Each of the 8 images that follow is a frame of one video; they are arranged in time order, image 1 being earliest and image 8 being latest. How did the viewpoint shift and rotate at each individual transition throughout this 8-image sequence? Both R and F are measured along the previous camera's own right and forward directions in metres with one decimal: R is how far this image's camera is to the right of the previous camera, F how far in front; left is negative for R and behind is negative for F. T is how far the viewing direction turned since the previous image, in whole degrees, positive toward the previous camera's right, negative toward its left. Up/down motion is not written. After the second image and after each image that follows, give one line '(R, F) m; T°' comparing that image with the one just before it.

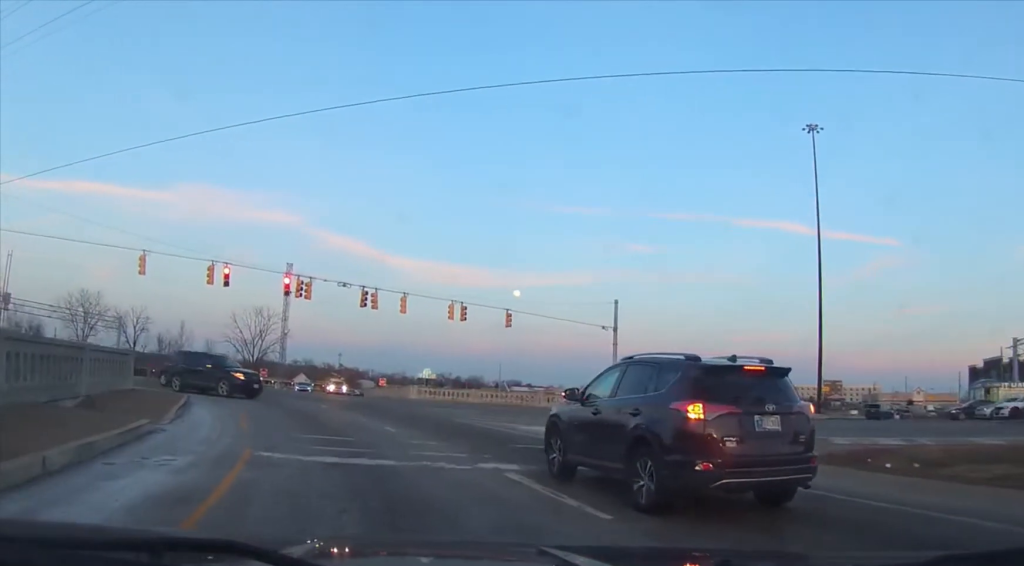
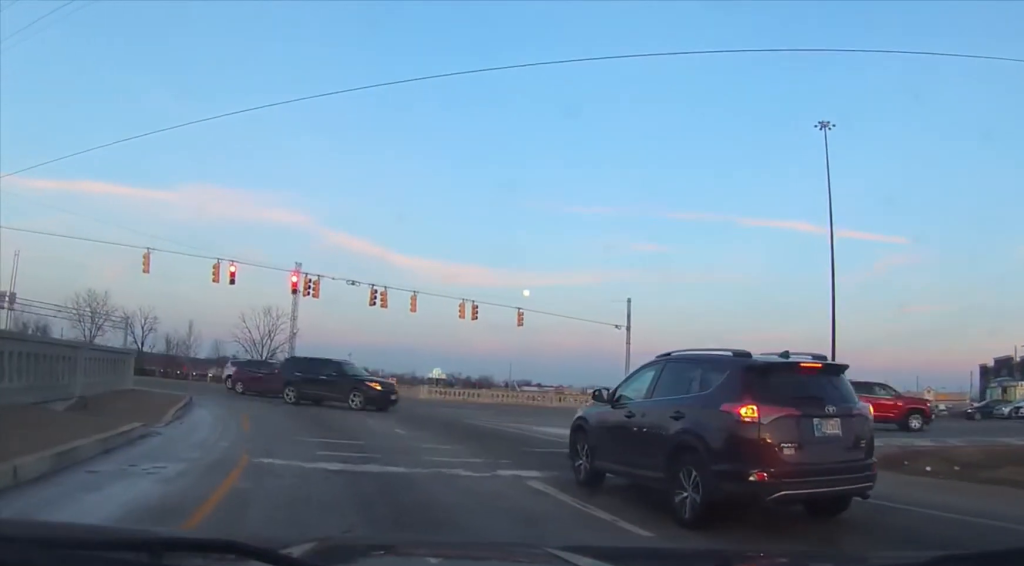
(-0.1, +0.2) m; 0°
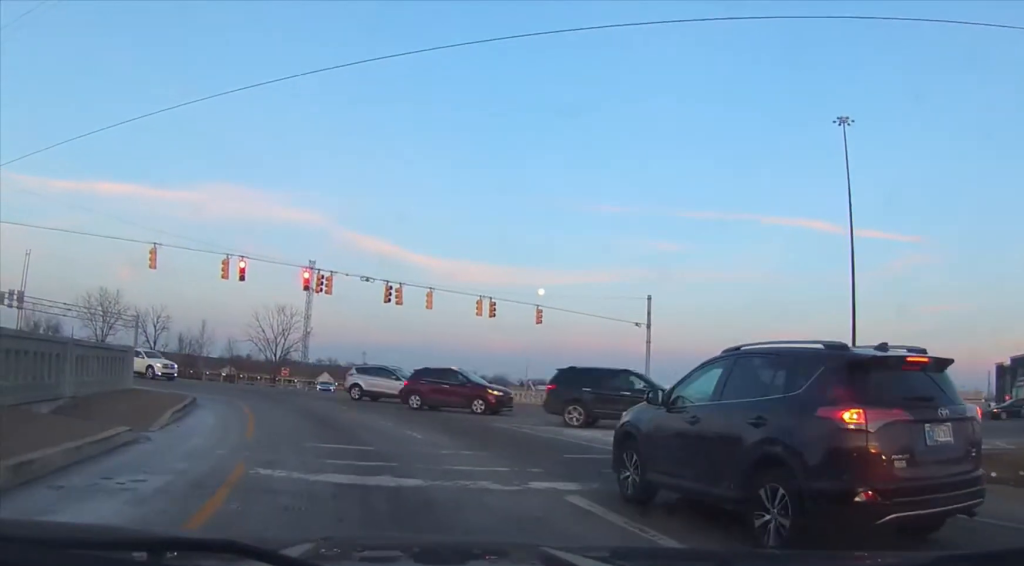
(-0.2, +0.5) m; 0°
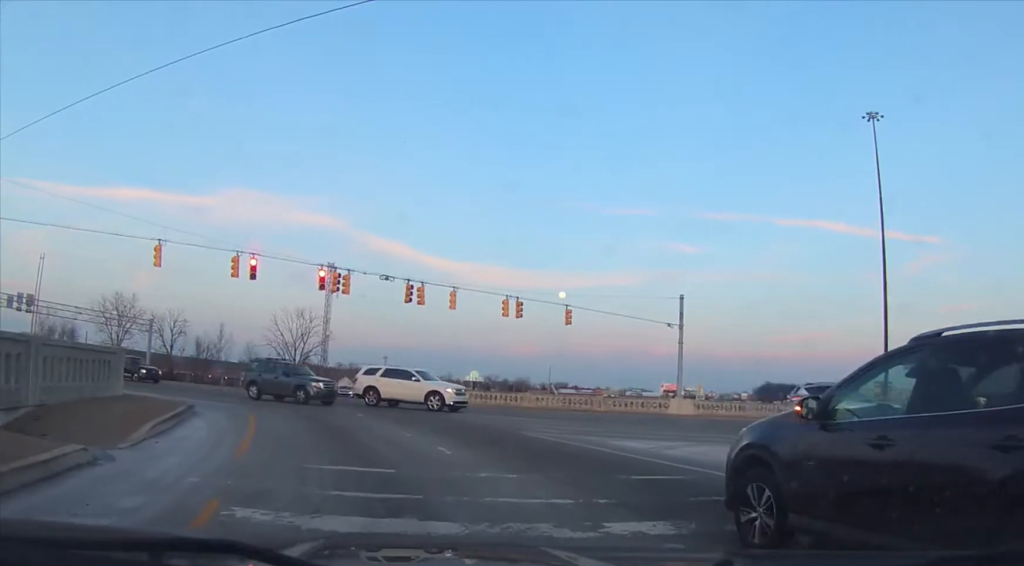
(-0.2, +1.6) m; 0°
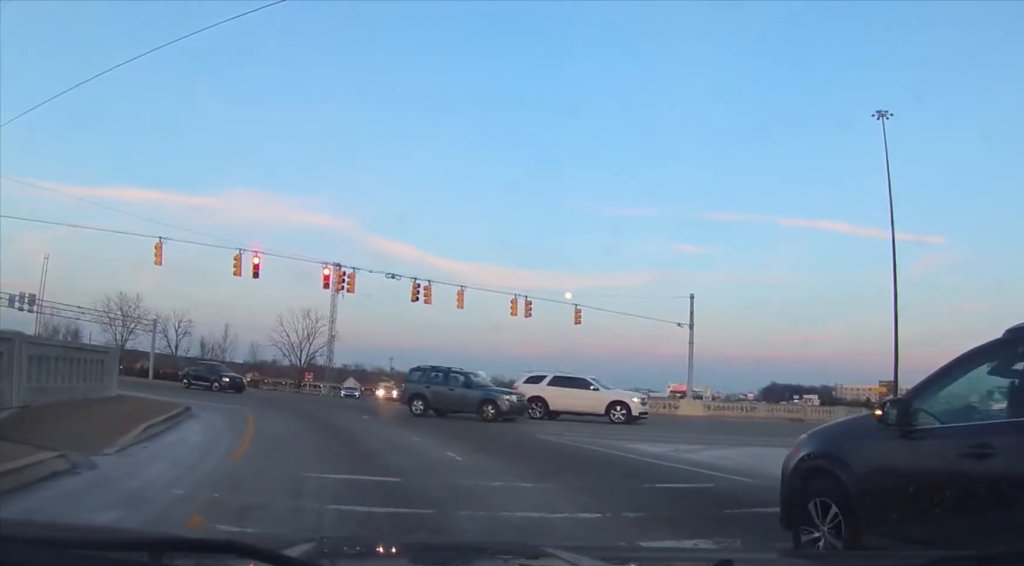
(0.0, +0.5) m; 0°
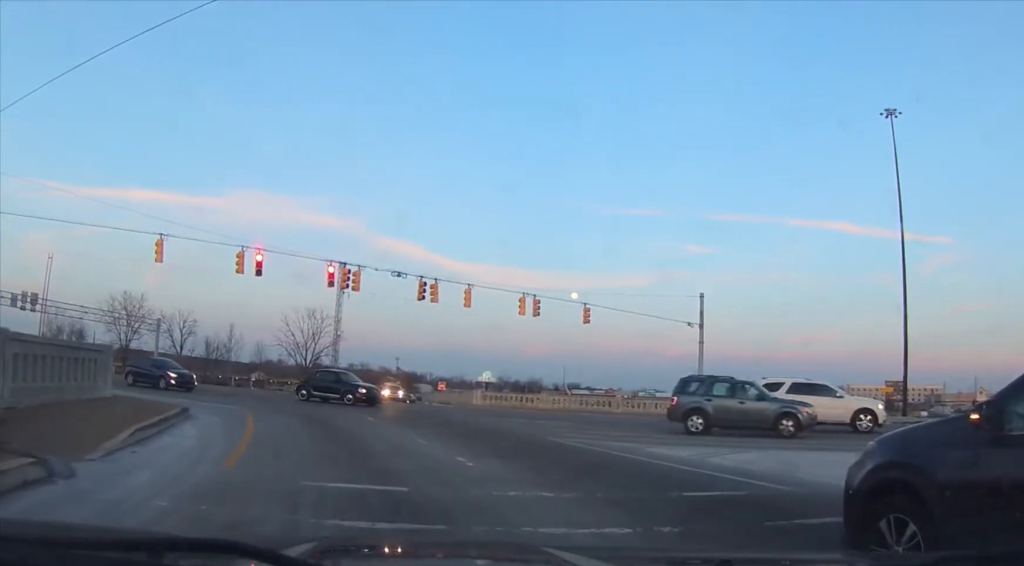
(0.0, +0.5) m; 0°
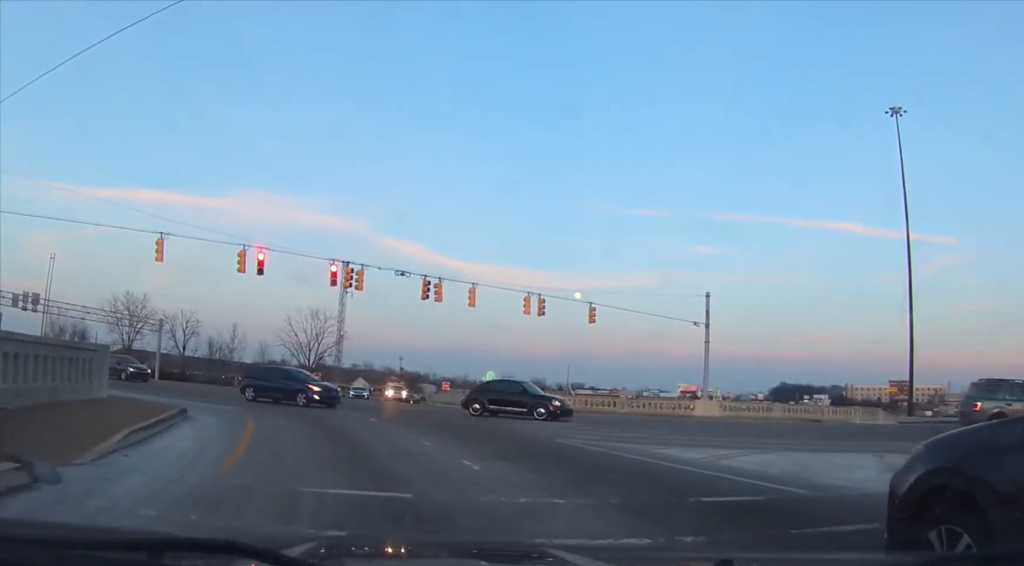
(0.0, +0.3) m; 0°
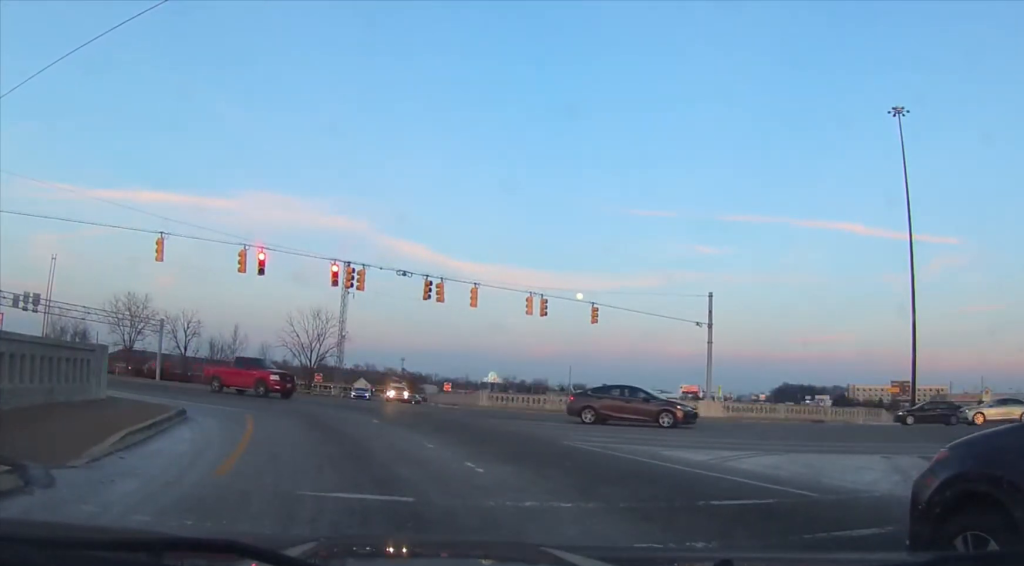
(0.0, +0.1) m; 0°
